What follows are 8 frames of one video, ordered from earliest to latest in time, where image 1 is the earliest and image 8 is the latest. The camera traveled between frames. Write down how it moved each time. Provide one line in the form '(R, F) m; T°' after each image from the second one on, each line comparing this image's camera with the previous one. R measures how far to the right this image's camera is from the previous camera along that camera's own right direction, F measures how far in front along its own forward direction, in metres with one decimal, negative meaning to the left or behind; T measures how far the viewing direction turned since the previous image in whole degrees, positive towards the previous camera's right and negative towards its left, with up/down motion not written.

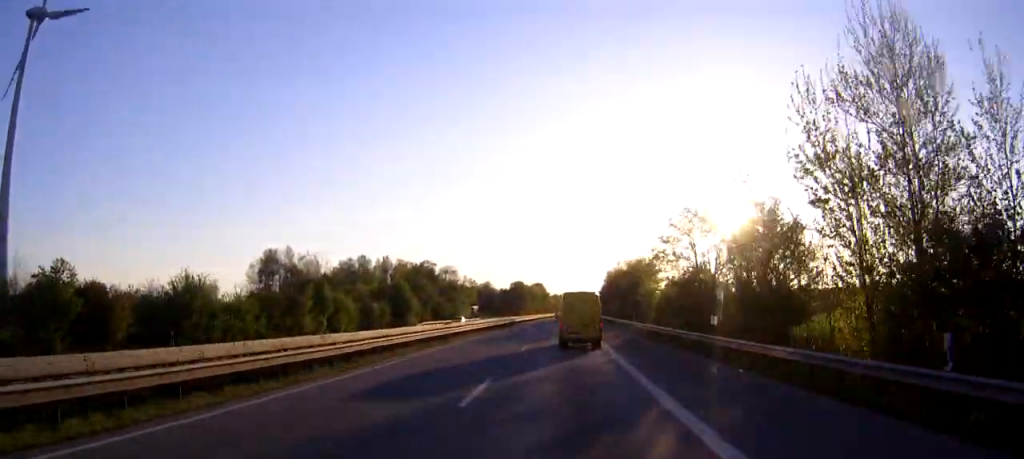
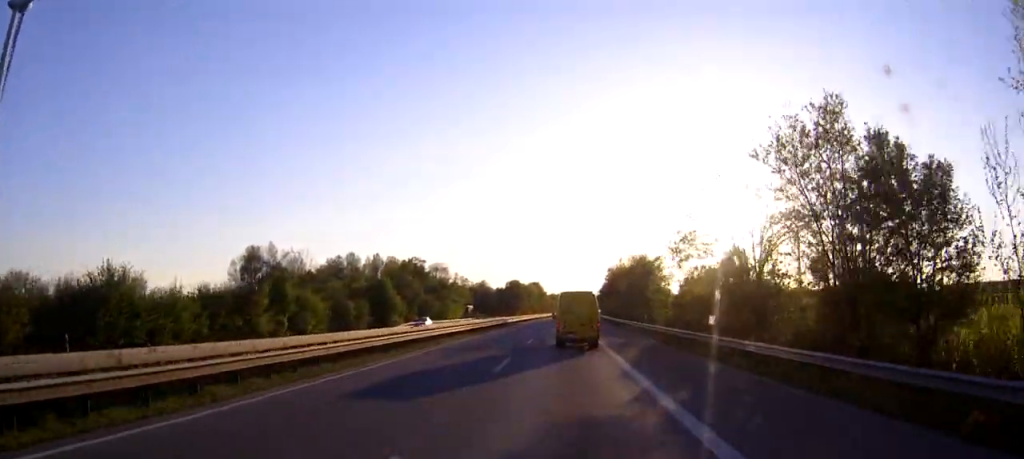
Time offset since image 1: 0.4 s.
(0.0, +11.3) m; 0°
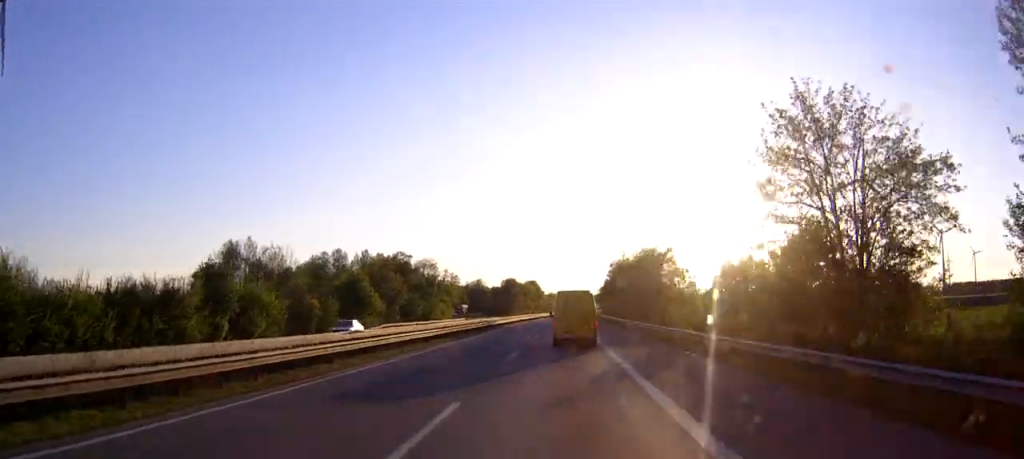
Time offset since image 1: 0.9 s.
(0.0, +14.2) m; 0°
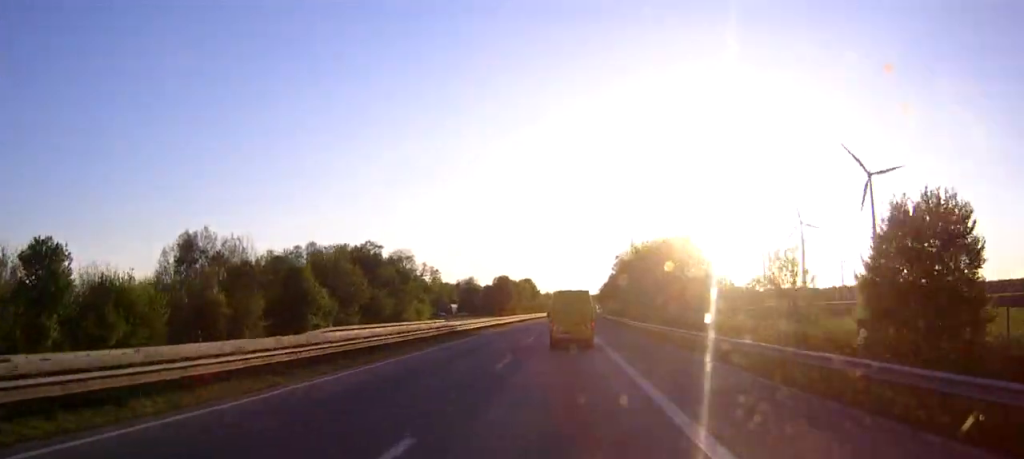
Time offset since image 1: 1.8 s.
(0.0, +24.9) m; 0°
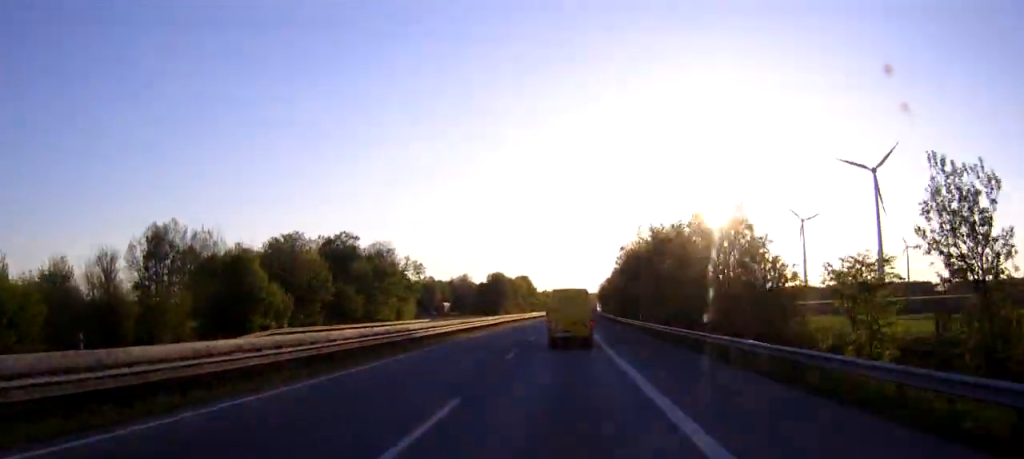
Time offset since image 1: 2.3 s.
(0.0, +14.4) m; 0°
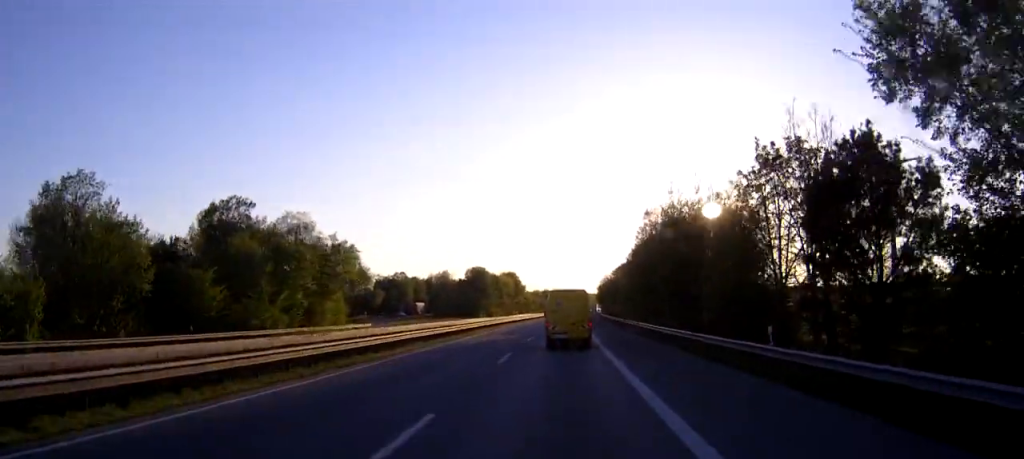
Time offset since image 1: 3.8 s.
(+0.2, +40.3) m; +1°
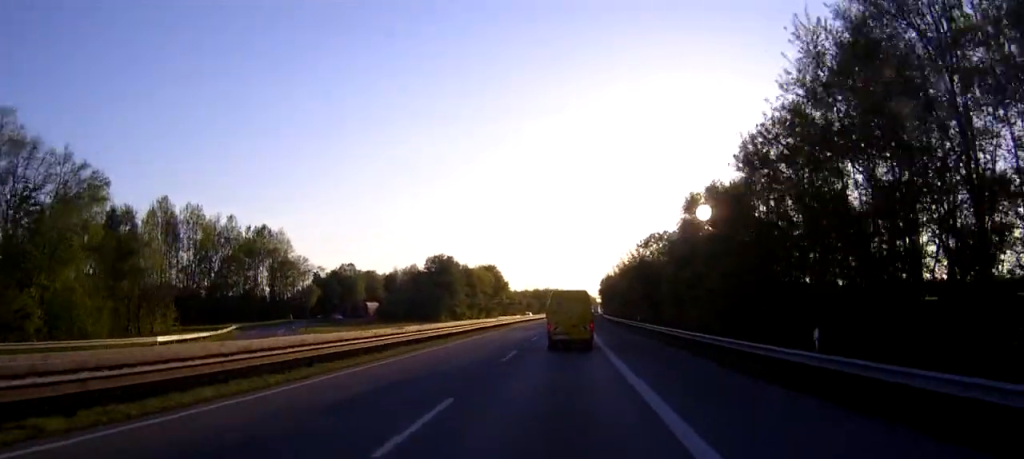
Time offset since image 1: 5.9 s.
(+0.3, +53.4) m; 0°
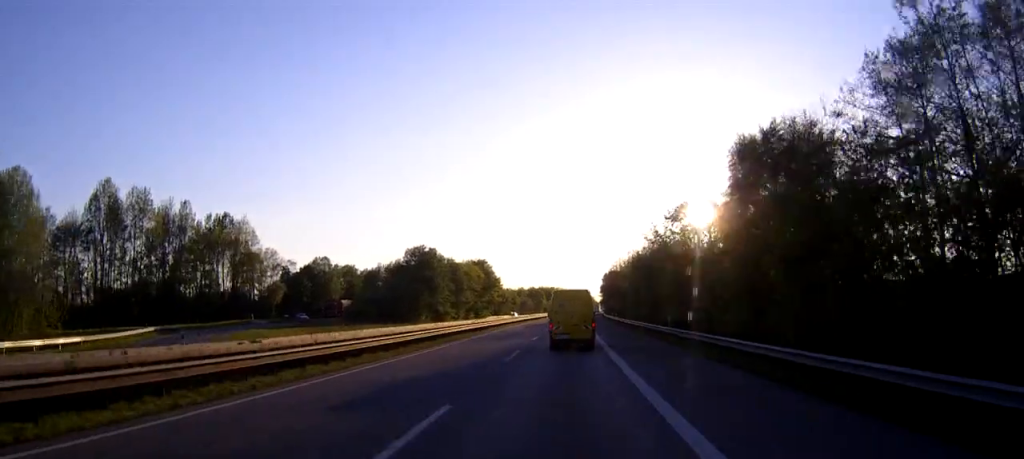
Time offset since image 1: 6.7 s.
(0.0, +19.4) m; 0°
